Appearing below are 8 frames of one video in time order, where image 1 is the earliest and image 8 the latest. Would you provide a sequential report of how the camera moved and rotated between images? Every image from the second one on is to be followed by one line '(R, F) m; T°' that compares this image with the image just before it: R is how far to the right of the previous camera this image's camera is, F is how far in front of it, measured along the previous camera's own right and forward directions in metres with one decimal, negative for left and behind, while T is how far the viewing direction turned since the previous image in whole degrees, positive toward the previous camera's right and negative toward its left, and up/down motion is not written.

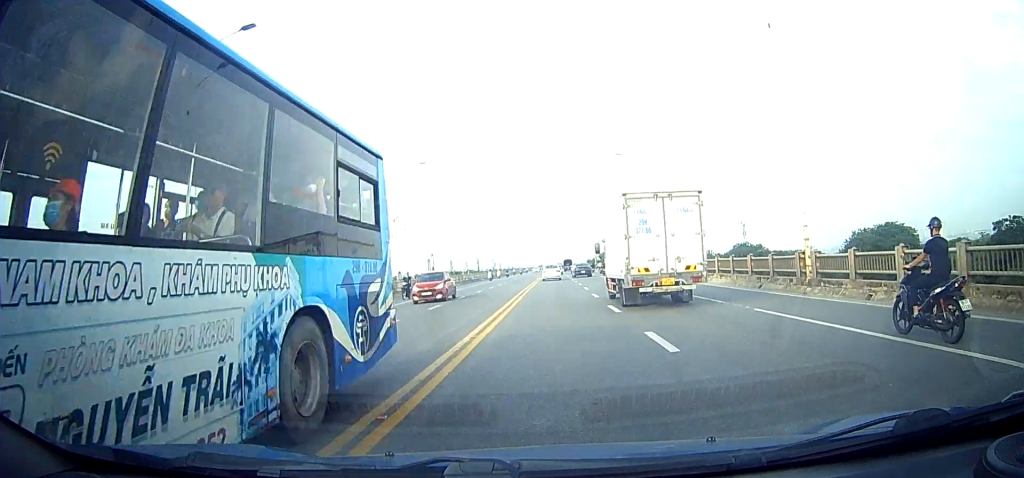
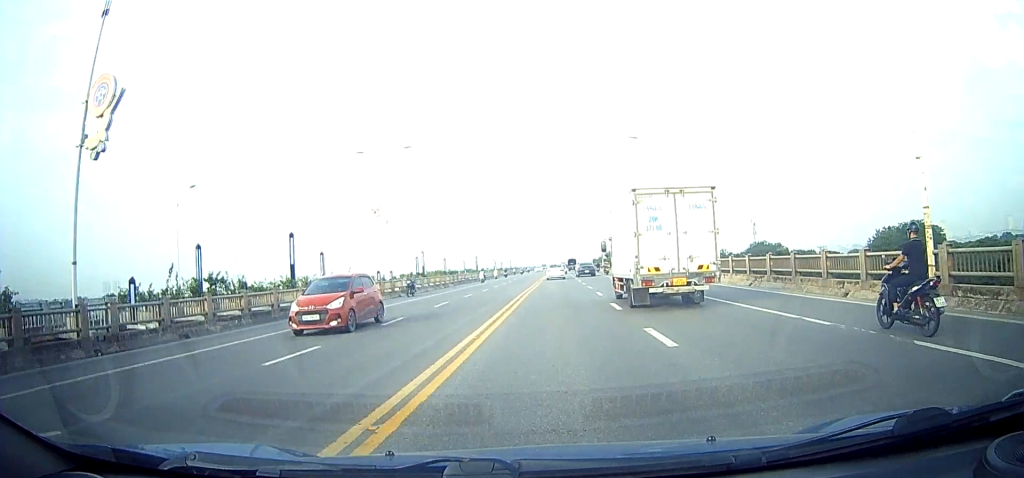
(0.0, +6.5) m; 0°
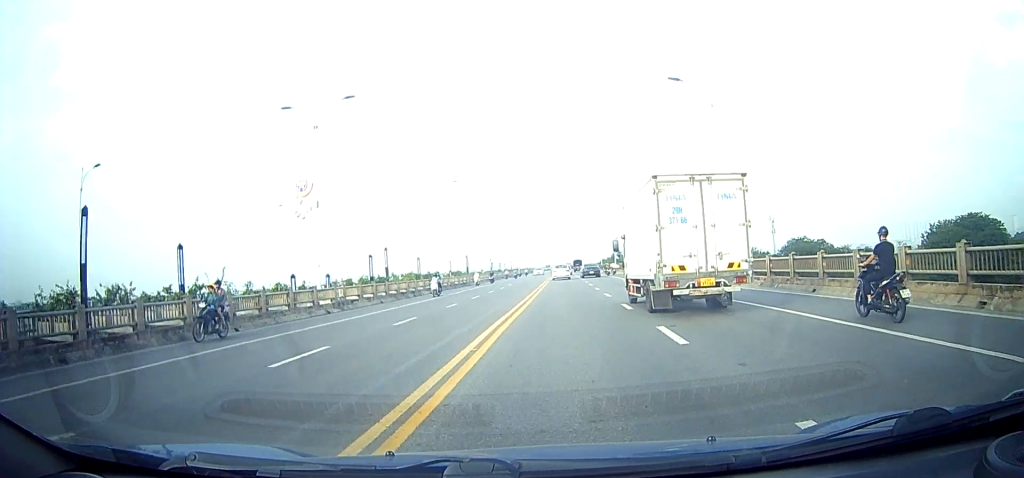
(-0.2, +13.4) m; -1°
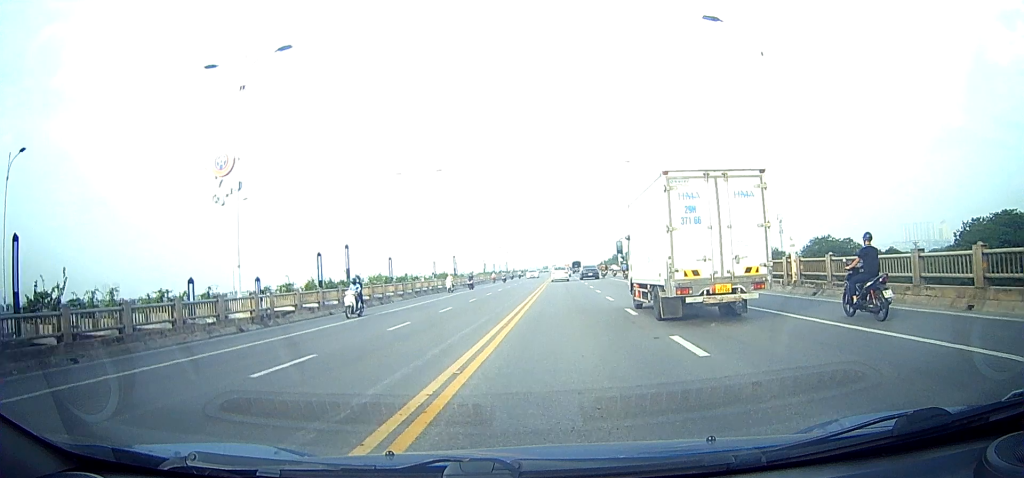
(-0.1, +8.1) m; 0°
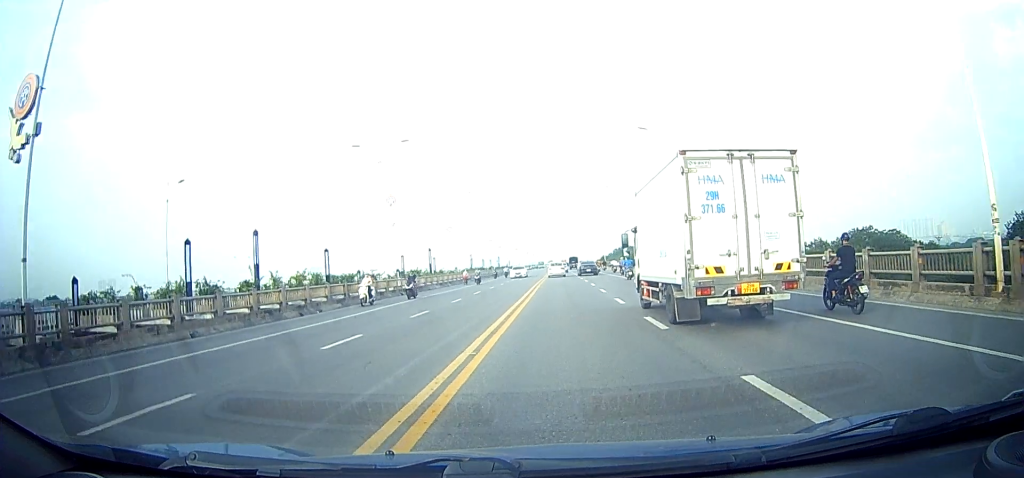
(0.0, +10.3) m; 0°
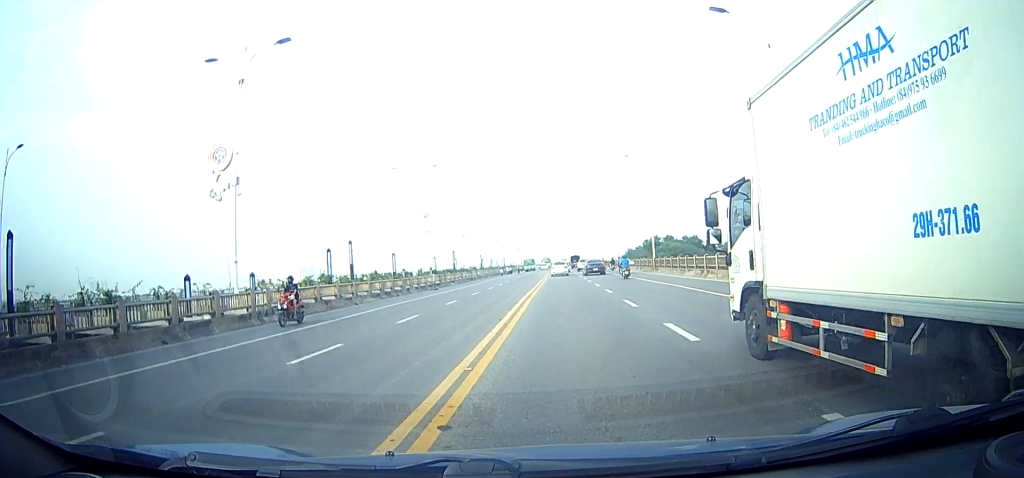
(+1.2, +43.4) m; -1°
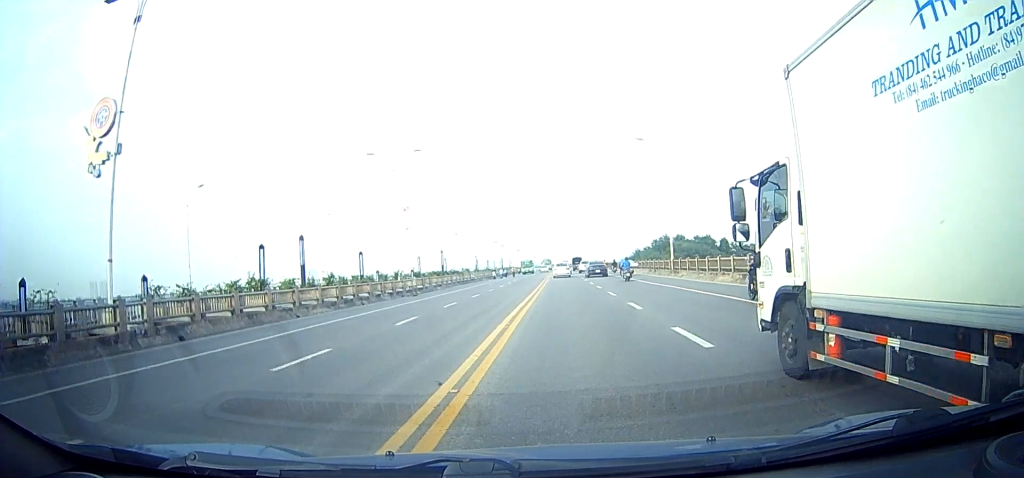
(0.0, +6.0) m; -2°
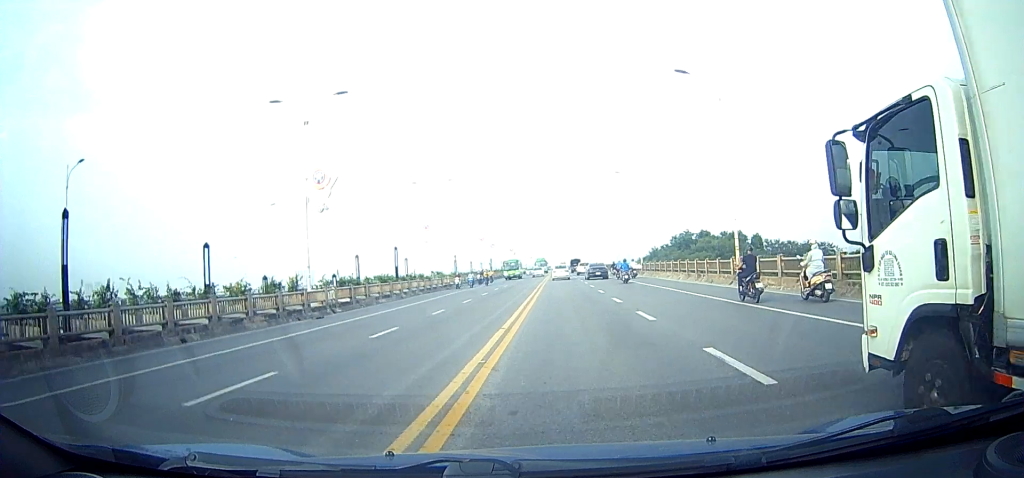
(-0.6, +14.9) m; +3°
